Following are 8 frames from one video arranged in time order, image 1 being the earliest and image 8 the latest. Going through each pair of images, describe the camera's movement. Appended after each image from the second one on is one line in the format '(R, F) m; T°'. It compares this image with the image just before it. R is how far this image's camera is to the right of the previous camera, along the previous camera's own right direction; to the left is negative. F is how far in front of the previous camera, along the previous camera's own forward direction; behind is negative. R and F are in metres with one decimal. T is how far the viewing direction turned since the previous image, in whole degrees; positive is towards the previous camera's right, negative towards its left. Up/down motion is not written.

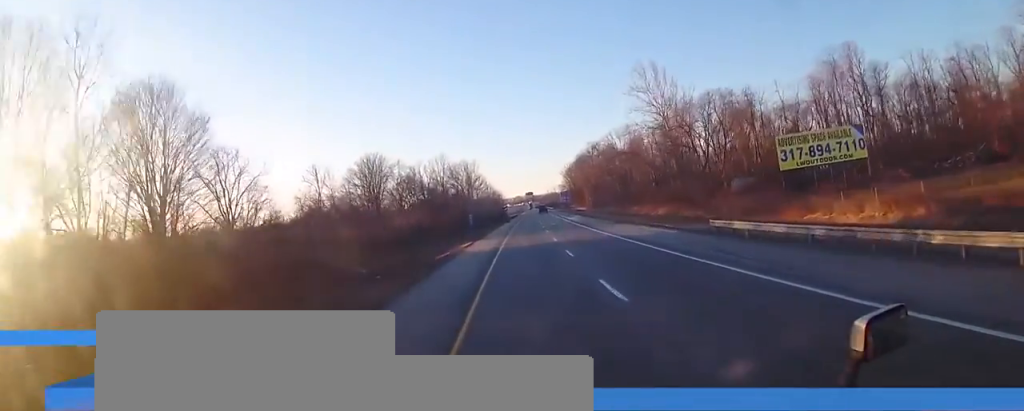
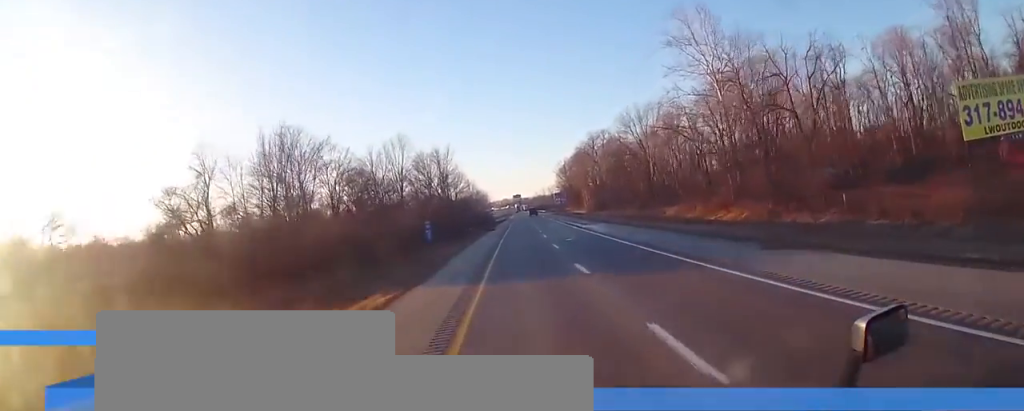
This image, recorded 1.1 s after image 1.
(0.0, +31.4) m; +1°
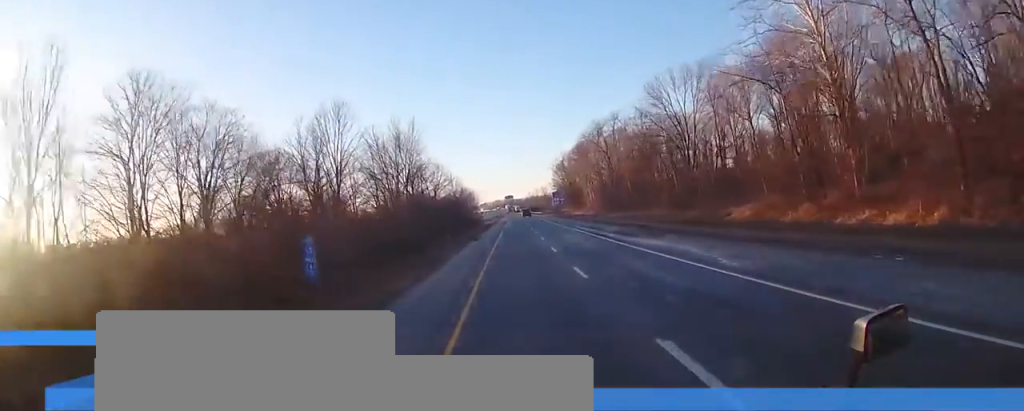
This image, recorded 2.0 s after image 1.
(+0.3, +26.1) m; +1°
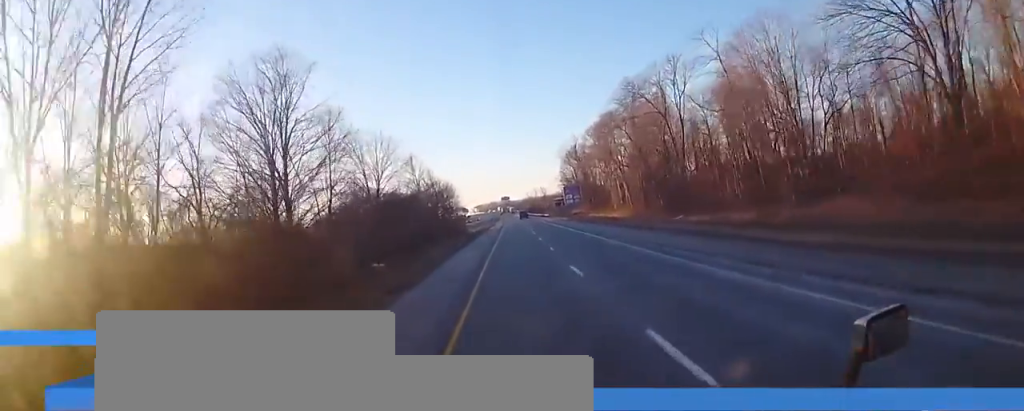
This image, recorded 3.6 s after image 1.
(-0.5, +47.8) m; -1°
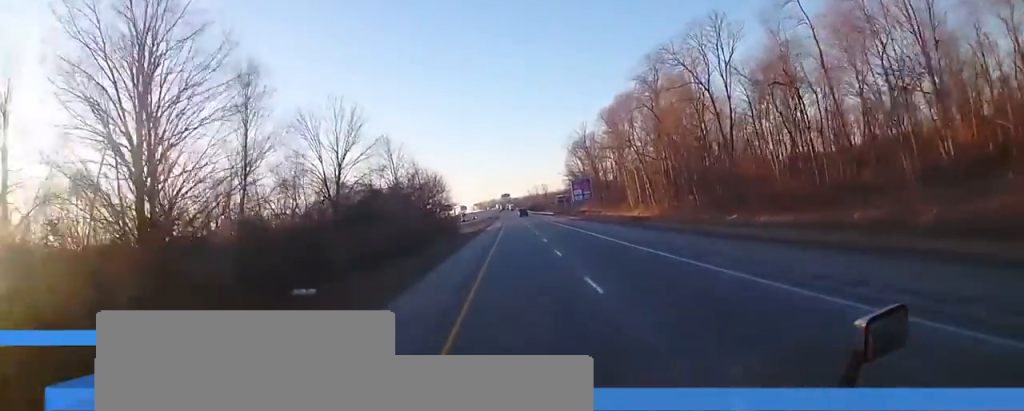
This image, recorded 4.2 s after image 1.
(-0.1, +16.9) m; 0°
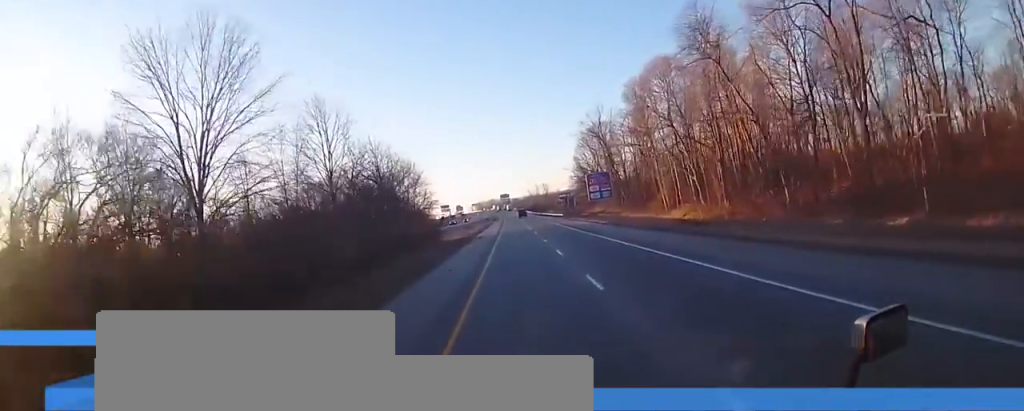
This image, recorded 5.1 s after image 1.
(+0.3, +24.1) m; +1°
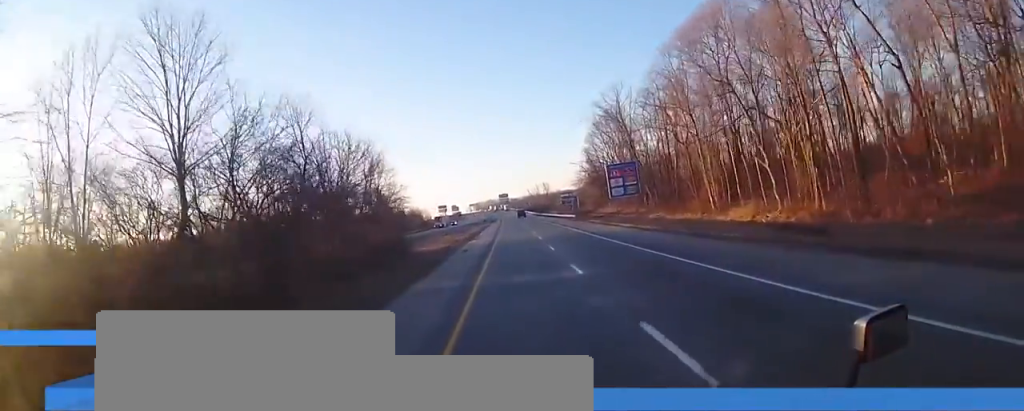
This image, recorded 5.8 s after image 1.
(0.0, +20.2) m; +1°
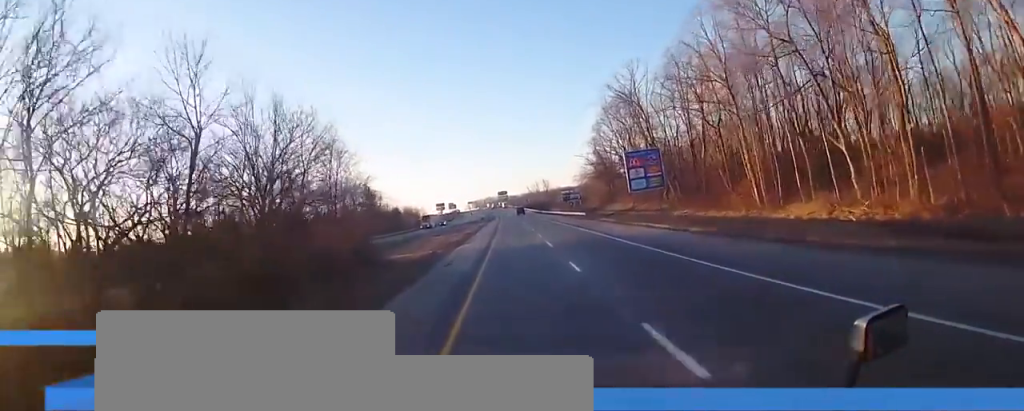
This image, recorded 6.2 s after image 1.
(0.0, +12.0) m; 0°
